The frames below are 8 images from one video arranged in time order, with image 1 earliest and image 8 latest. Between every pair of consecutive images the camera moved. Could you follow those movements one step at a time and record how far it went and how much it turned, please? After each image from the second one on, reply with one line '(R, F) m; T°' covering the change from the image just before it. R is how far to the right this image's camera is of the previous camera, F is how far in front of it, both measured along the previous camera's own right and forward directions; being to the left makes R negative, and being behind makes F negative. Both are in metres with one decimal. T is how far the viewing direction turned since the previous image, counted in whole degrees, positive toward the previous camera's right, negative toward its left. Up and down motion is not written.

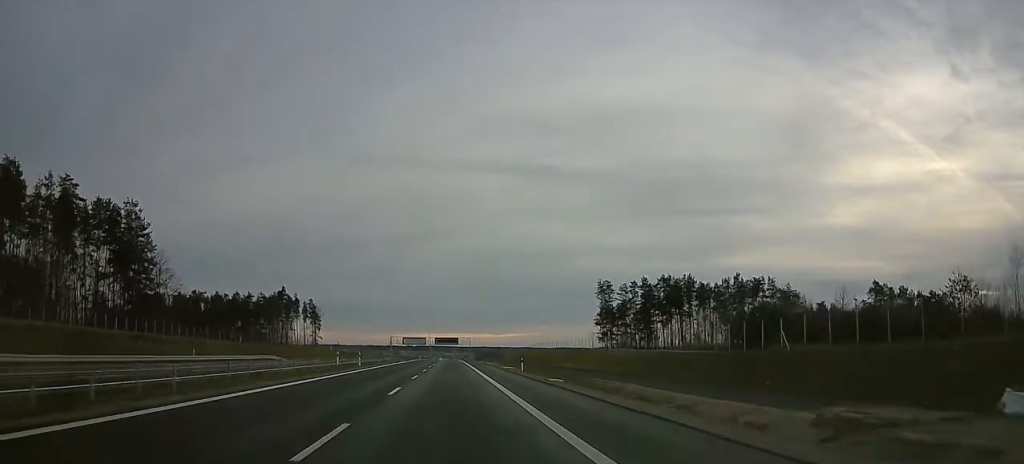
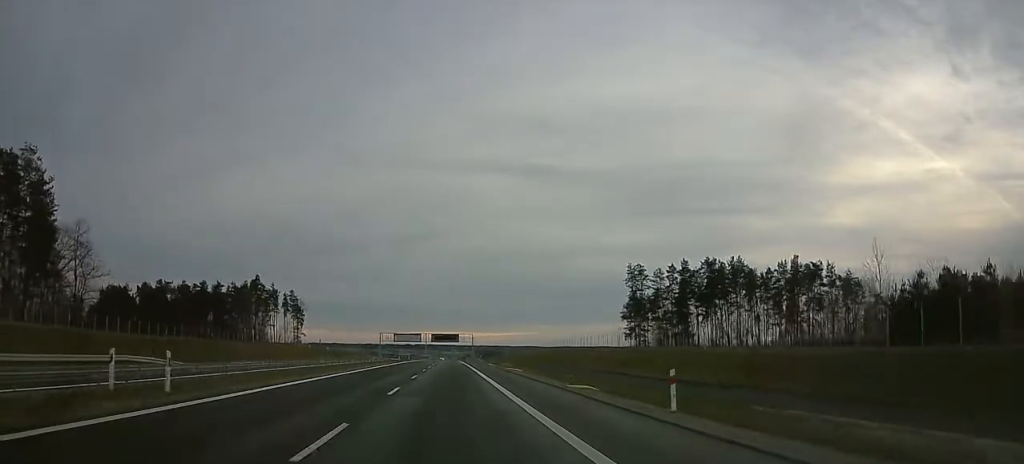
(-0.6, +36.0) m; -1°
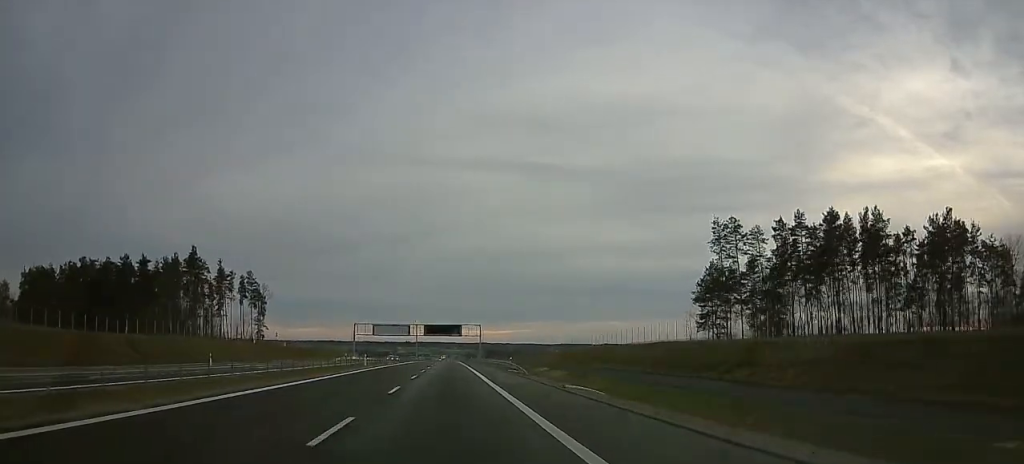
(-0.1, +58.7) m; 0°
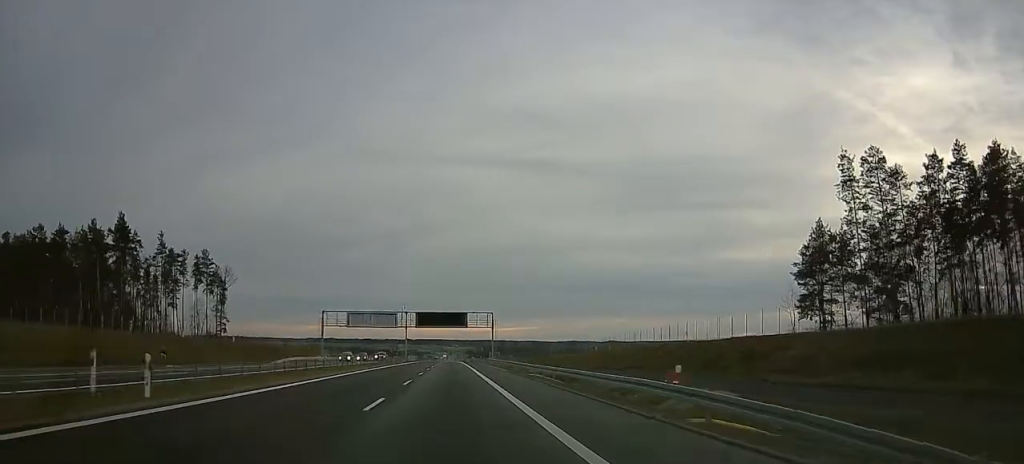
(0.0, +42.2) m; 0°
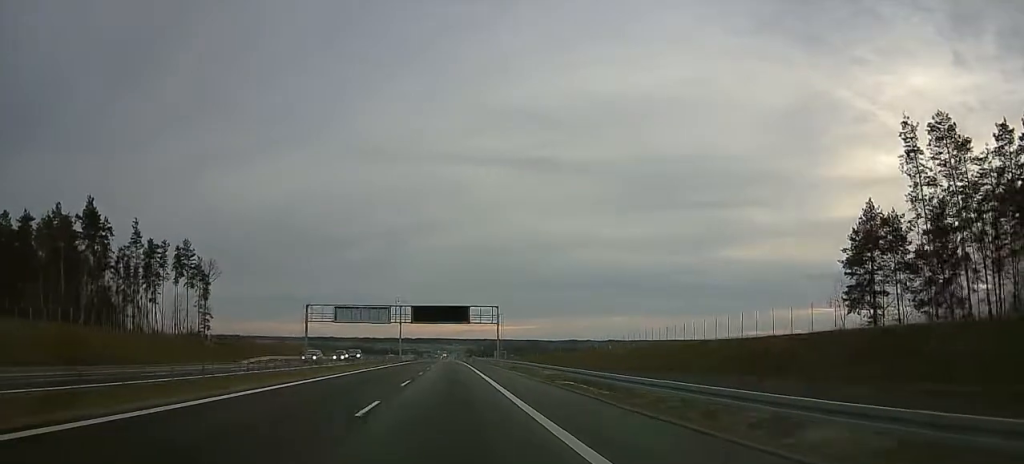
(0.0, +13.4) m; 0°
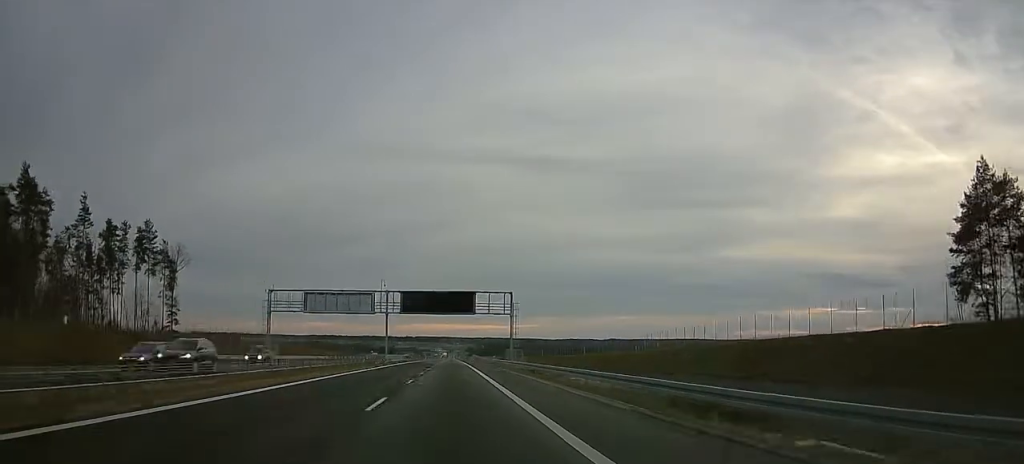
(0.0, +22.7) m; 0°
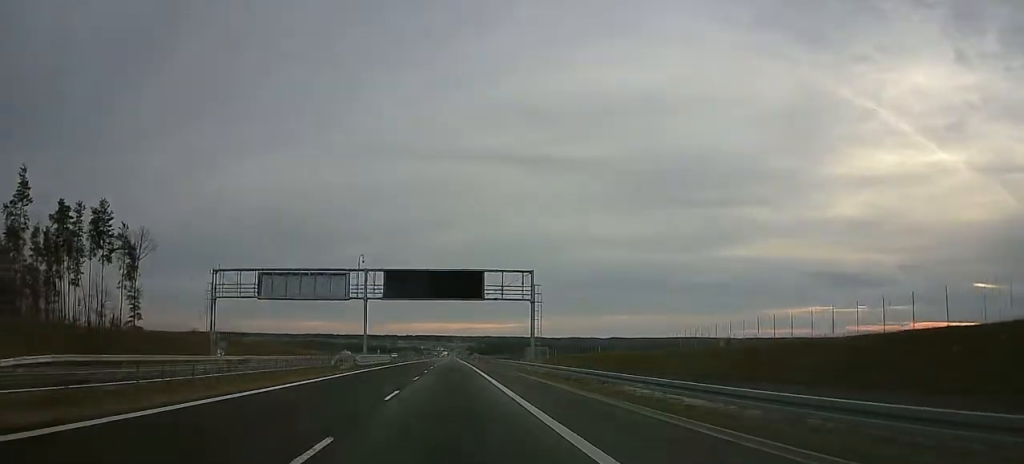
(0.0, +20.6) m; 0°
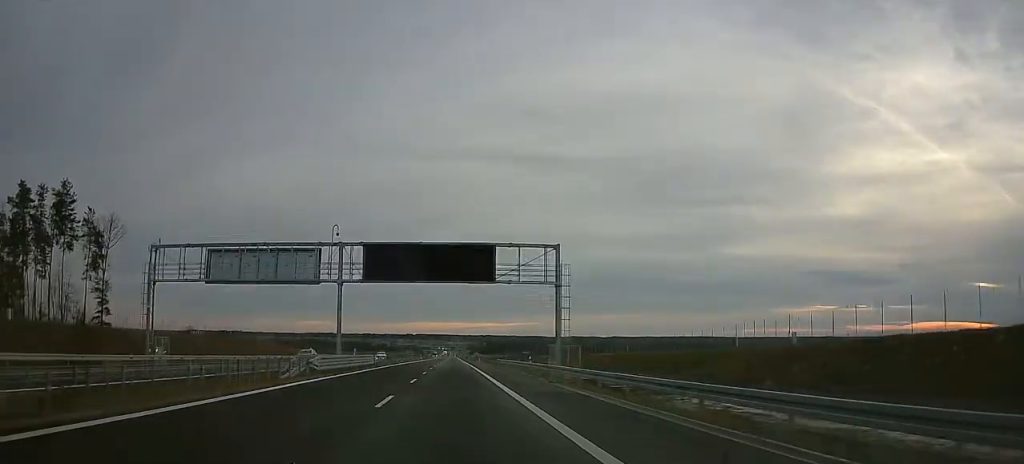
(0.0, +14.4) m; 0°
